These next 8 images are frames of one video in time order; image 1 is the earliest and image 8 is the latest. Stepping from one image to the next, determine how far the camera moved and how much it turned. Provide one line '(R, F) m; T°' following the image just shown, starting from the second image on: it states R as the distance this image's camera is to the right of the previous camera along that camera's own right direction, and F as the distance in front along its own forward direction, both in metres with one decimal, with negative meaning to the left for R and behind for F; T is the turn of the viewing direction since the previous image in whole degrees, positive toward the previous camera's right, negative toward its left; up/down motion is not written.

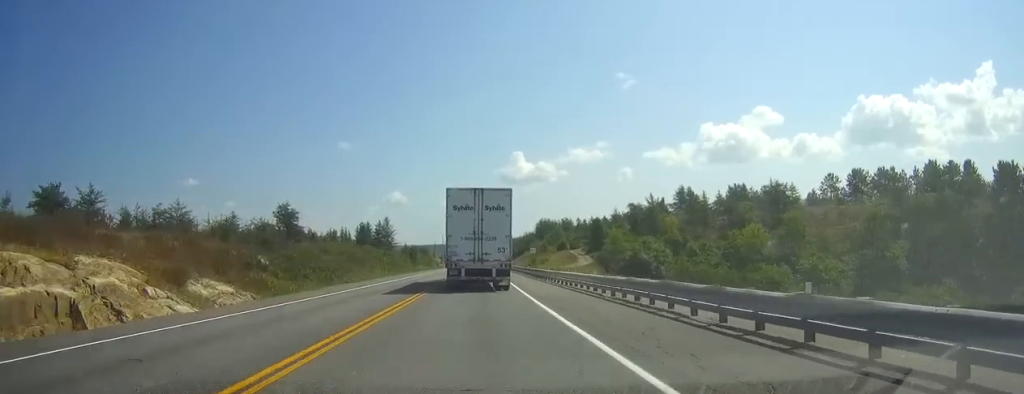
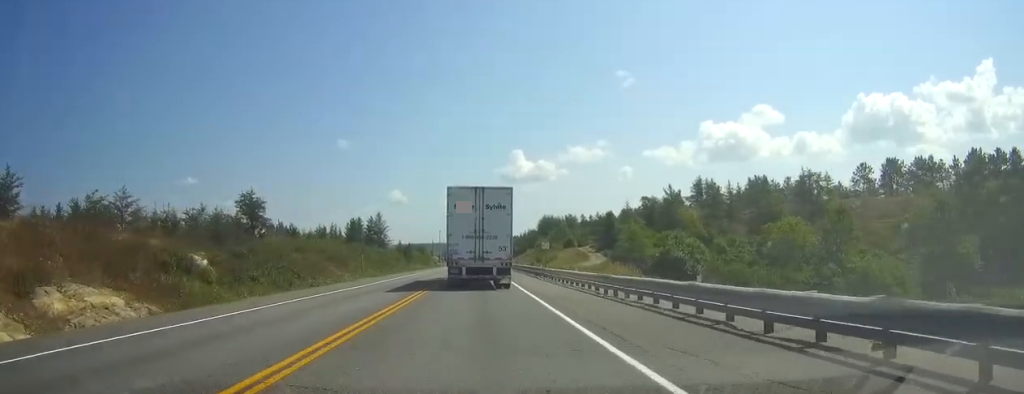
(0.0, +13.7) m; 0°
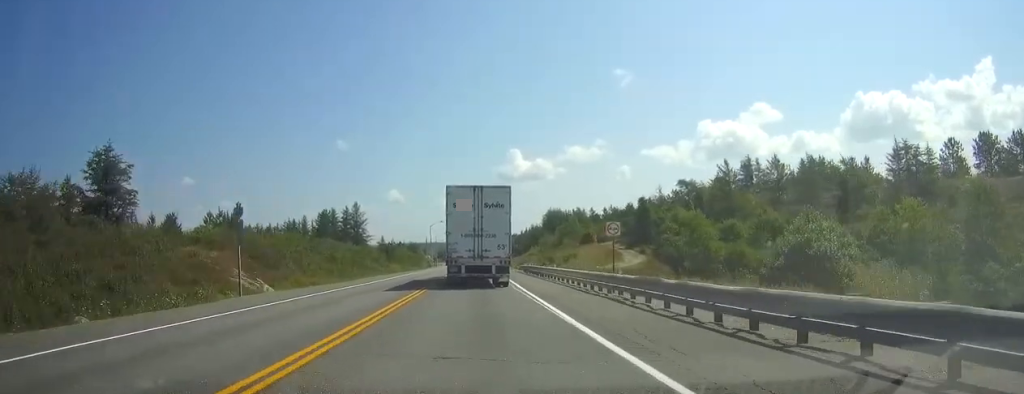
(+0.1, +30.1) m; 0°
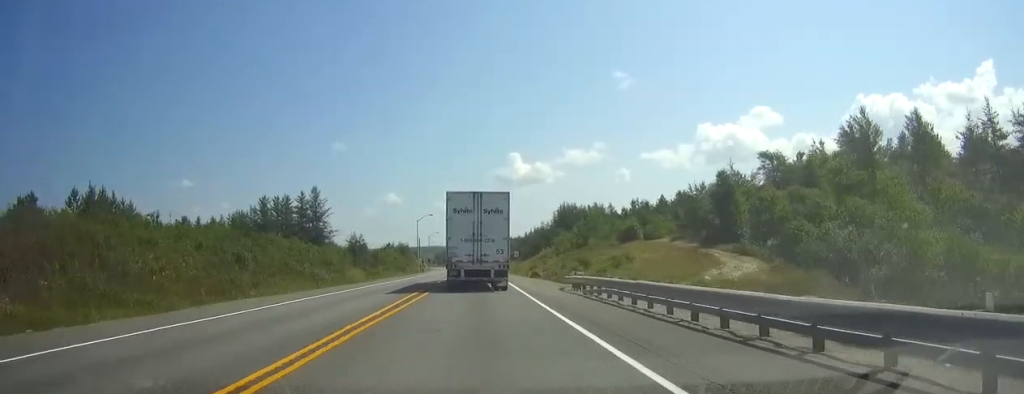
(-0.1, +37.2) m; 0°
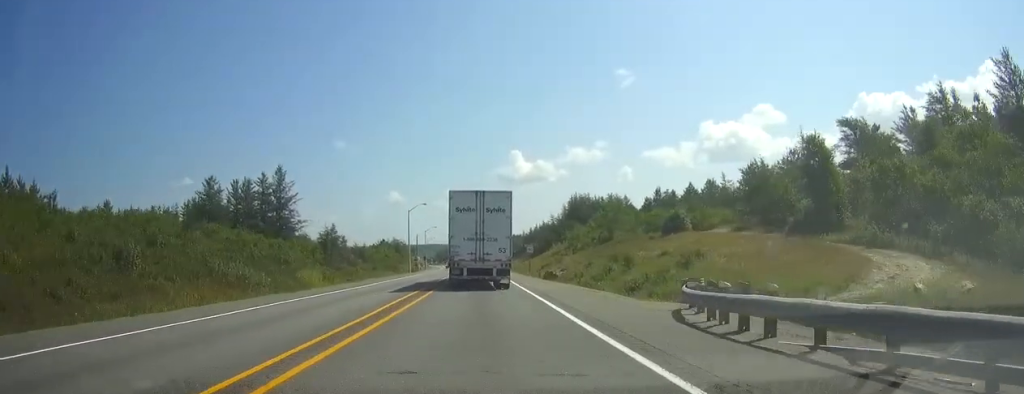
(+0.1, +20.8) m; 0°
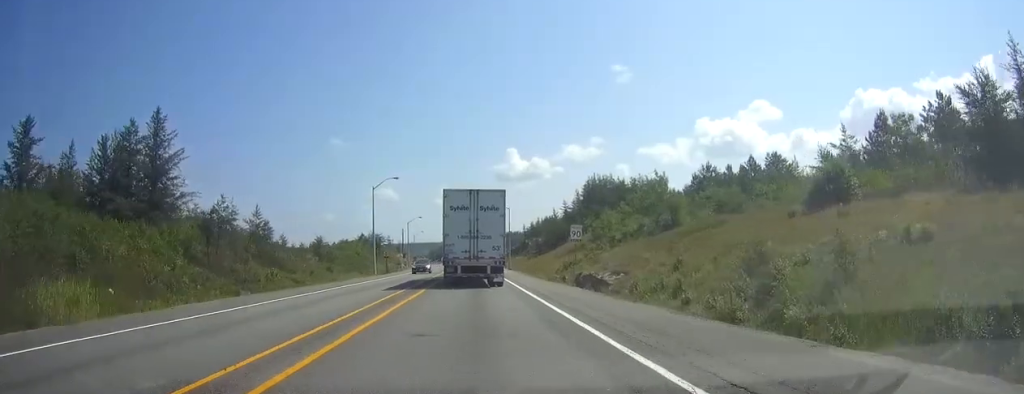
(0.0, +35.3) m; 0°
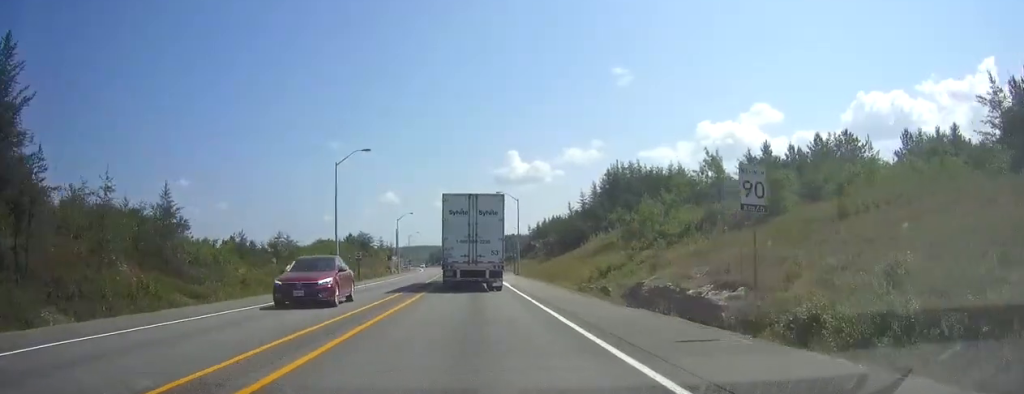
(0.0, +22.7) m; 0°
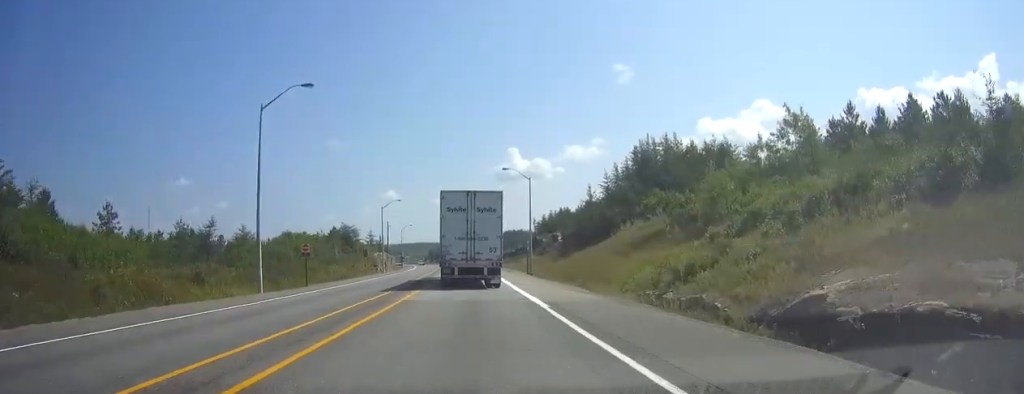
(0.0, +21.9) m; 0°
